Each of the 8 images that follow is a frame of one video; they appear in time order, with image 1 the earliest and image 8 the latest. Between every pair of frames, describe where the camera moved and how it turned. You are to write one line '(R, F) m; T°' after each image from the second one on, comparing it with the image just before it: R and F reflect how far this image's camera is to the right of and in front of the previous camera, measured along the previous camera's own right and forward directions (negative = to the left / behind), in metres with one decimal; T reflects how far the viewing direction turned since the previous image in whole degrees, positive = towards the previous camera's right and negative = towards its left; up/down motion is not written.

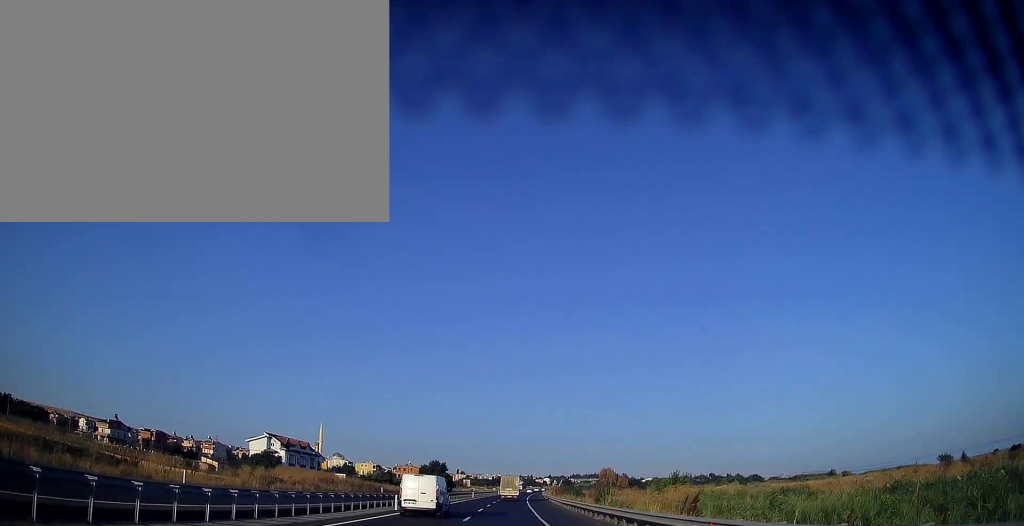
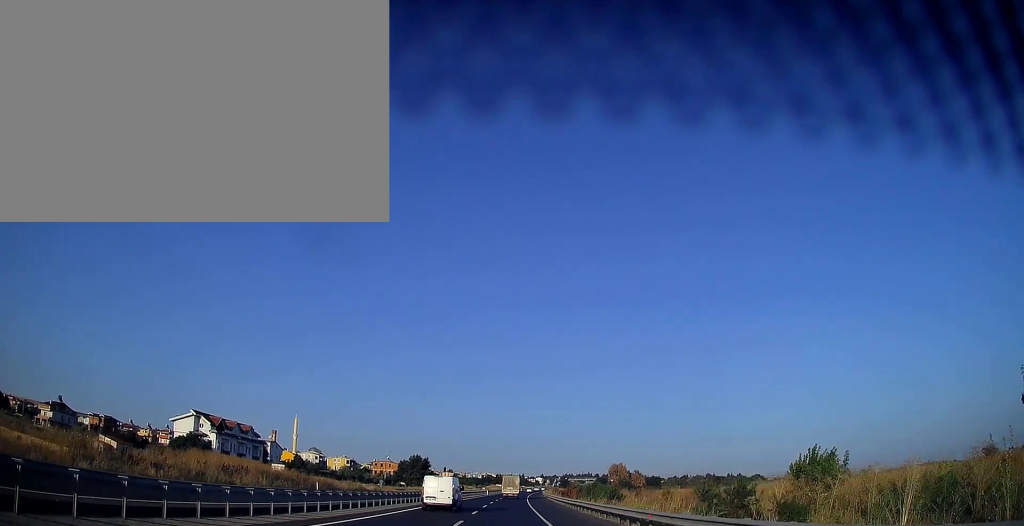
(+0.2, +30.3) m; +1°
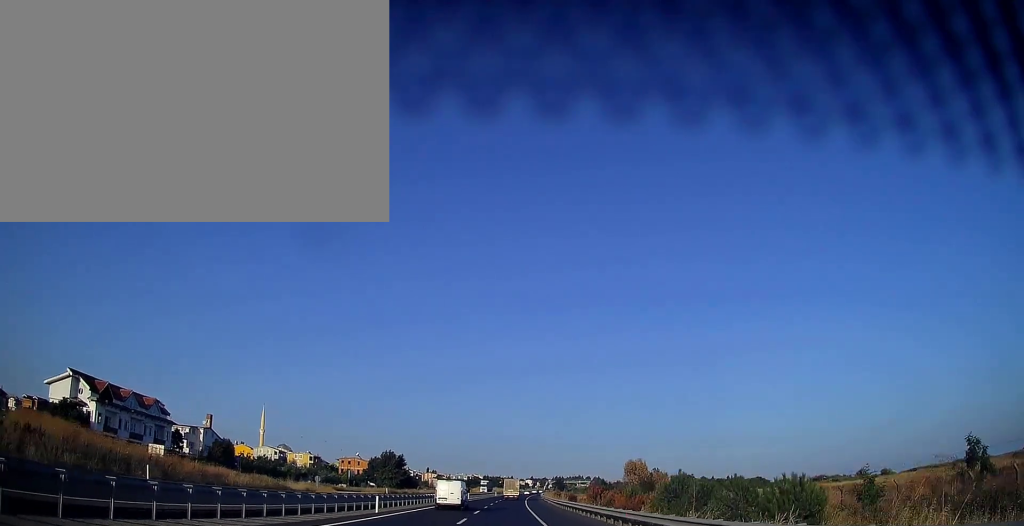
(+0.3, +32.2) m; +1°
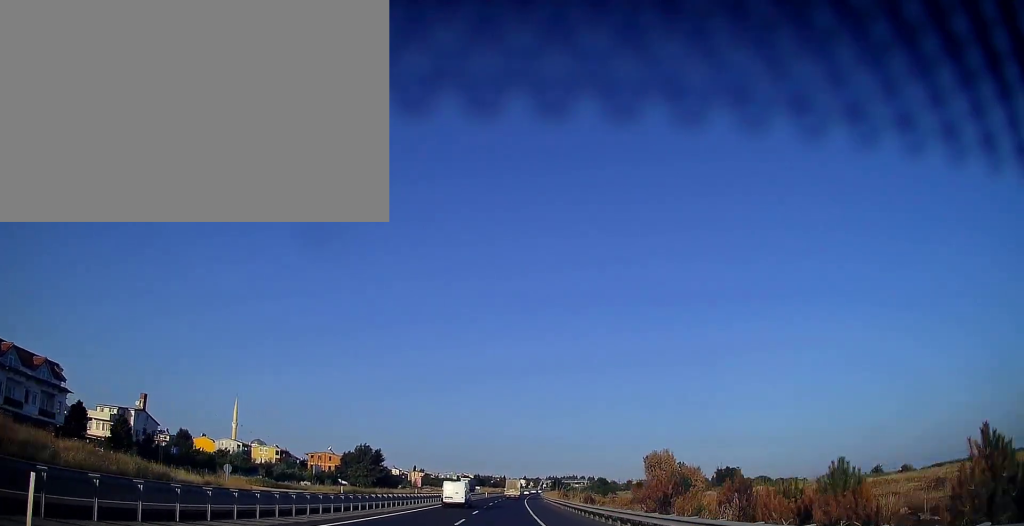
(+0.1, +24.4) m; +1°
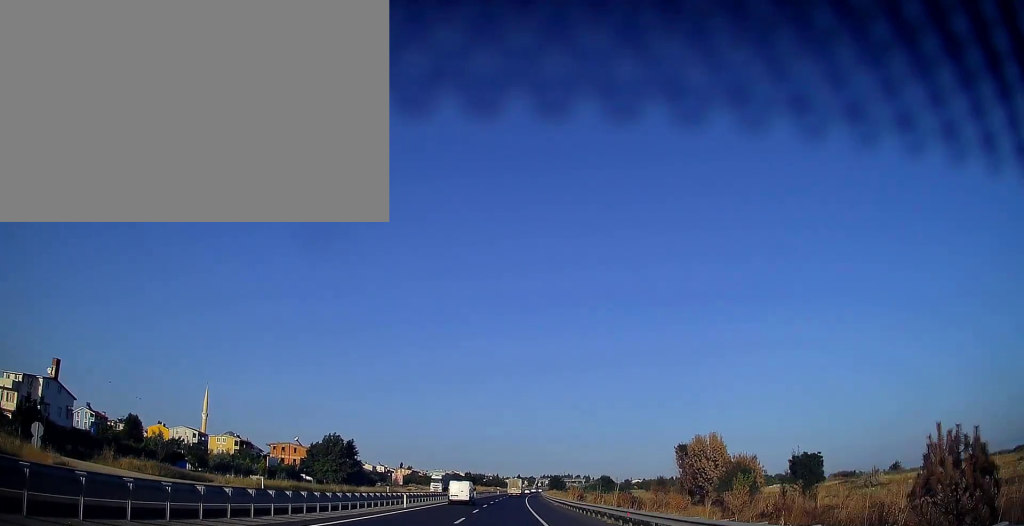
(+0.1, +24.4) m; +1°
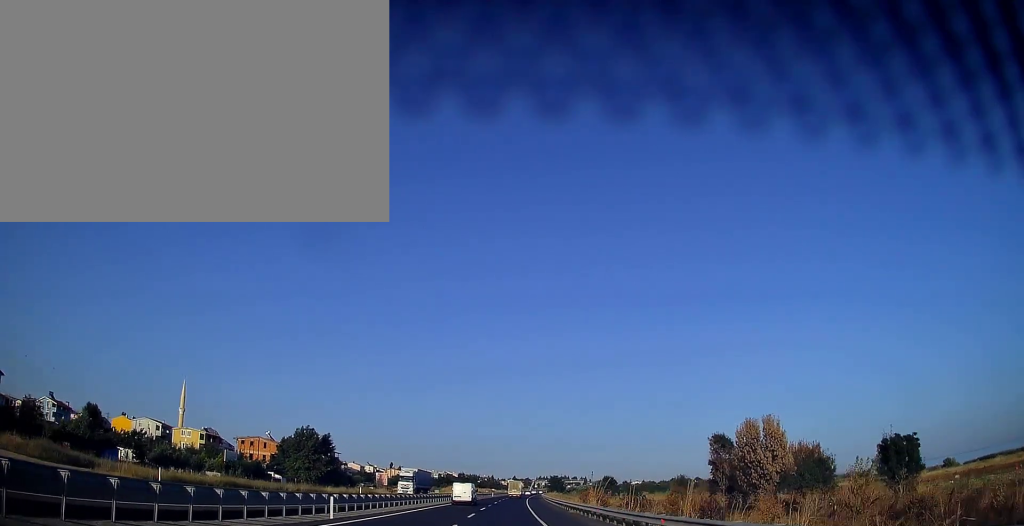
(+0.1, +16.6) m; +1°
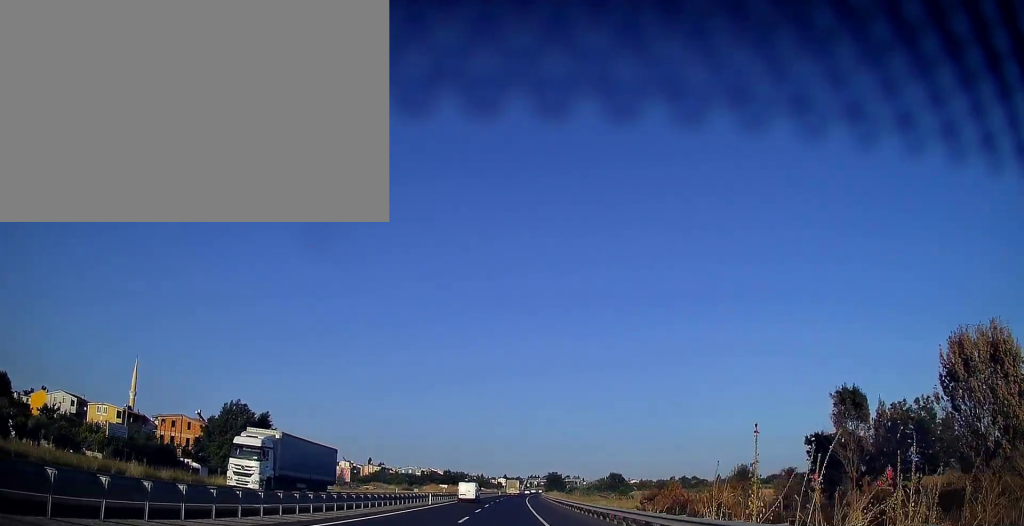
(+0.5, +30.3) m; 0°
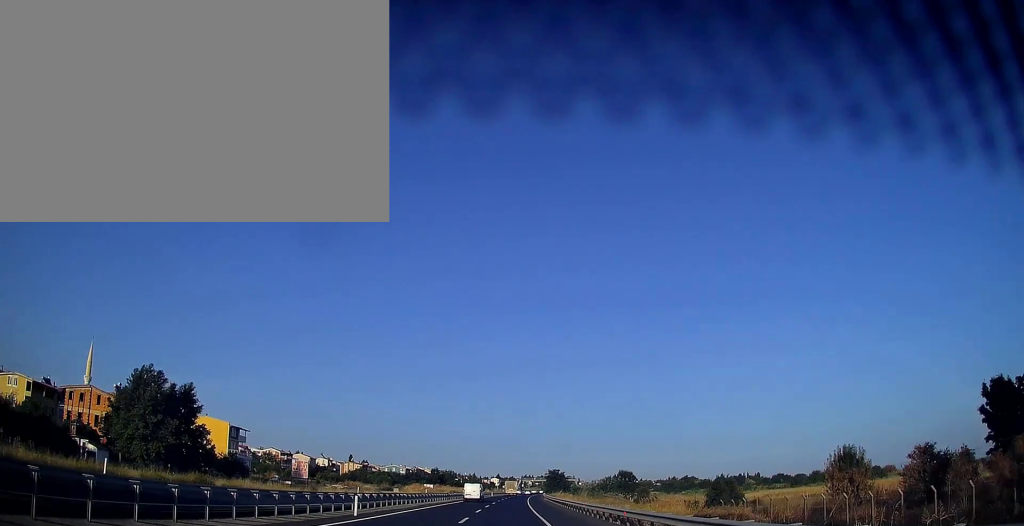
(-0.3, +24.5) m; +1°
